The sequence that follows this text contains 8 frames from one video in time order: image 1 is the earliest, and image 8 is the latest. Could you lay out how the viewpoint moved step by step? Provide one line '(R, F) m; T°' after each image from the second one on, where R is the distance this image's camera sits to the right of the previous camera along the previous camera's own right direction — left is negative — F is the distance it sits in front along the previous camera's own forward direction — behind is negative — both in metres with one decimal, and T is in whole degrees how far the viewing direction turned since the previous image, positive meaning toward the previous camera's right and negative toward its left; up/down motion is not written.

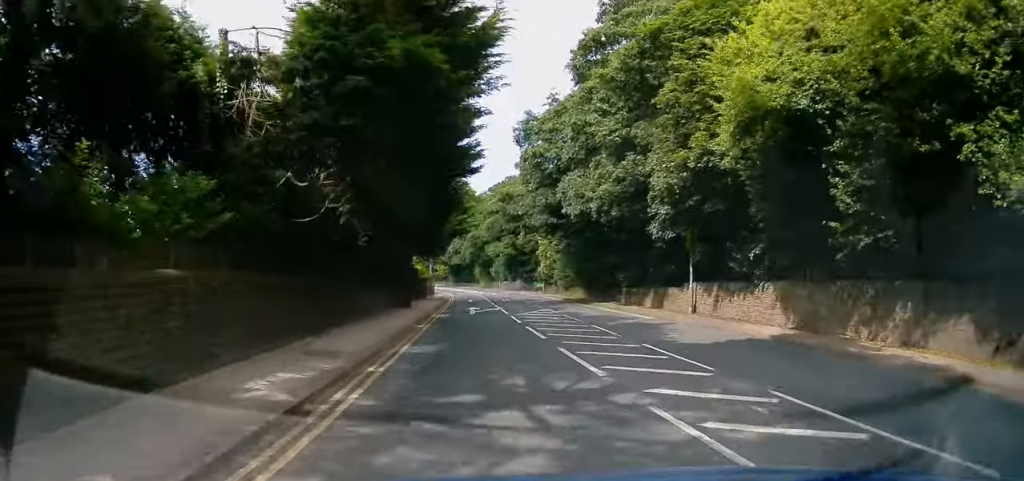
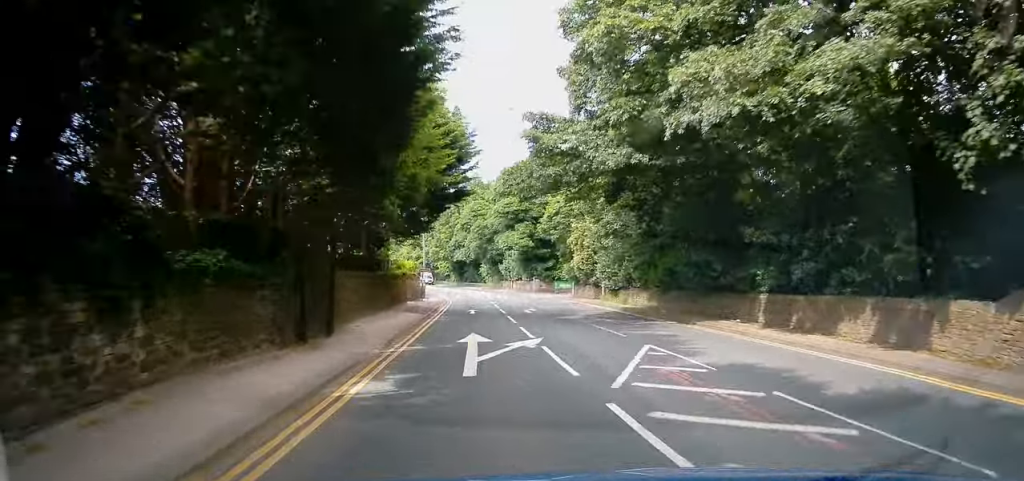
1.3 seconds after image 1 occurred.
(0.0, +17.9) m; 0°
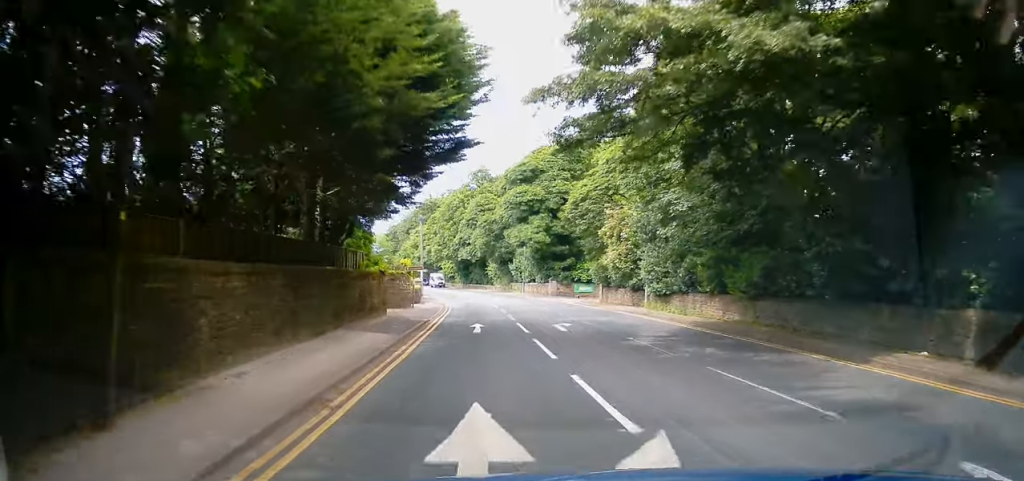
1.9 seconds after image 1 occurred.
(0.0, +9.6) m; 0°
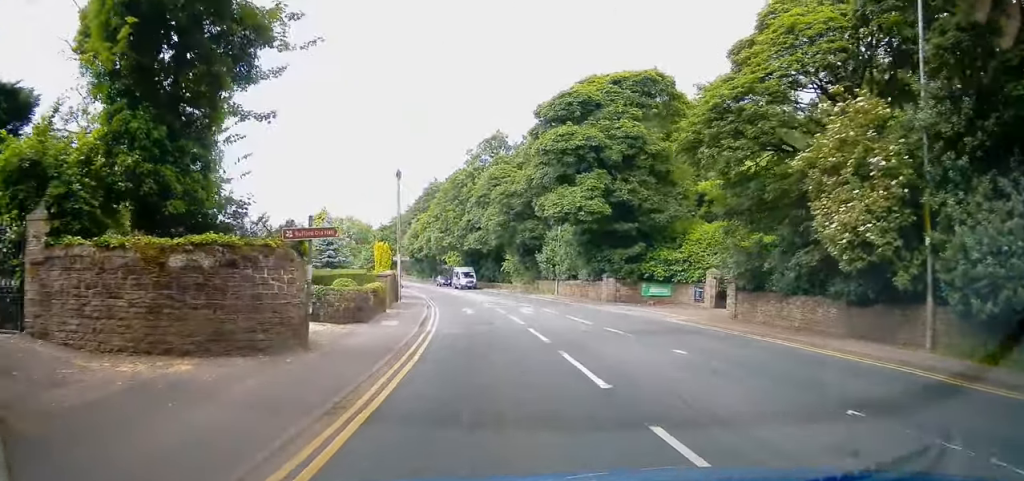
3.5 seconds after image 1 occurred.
(0.0, +22.5) m; -1°
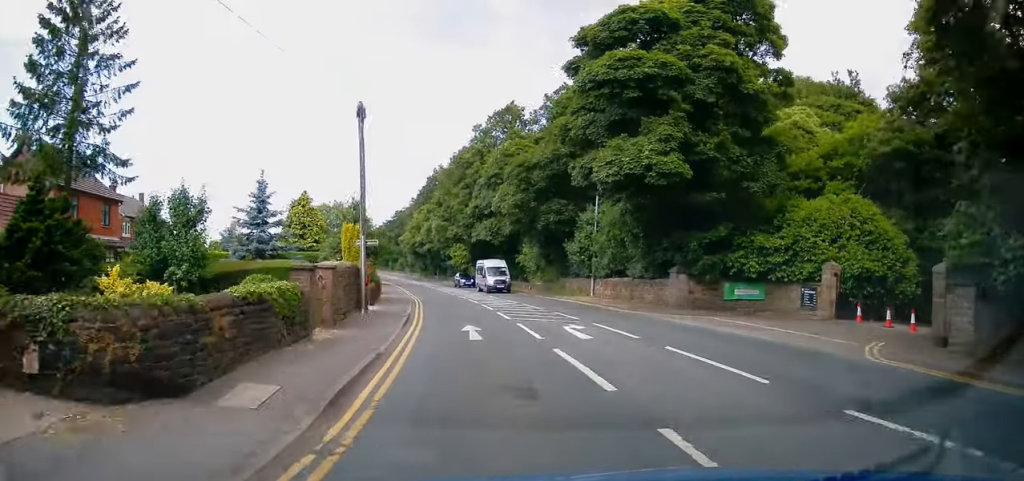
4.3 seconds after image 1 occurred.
(-0.1, +12.2) m; -2°
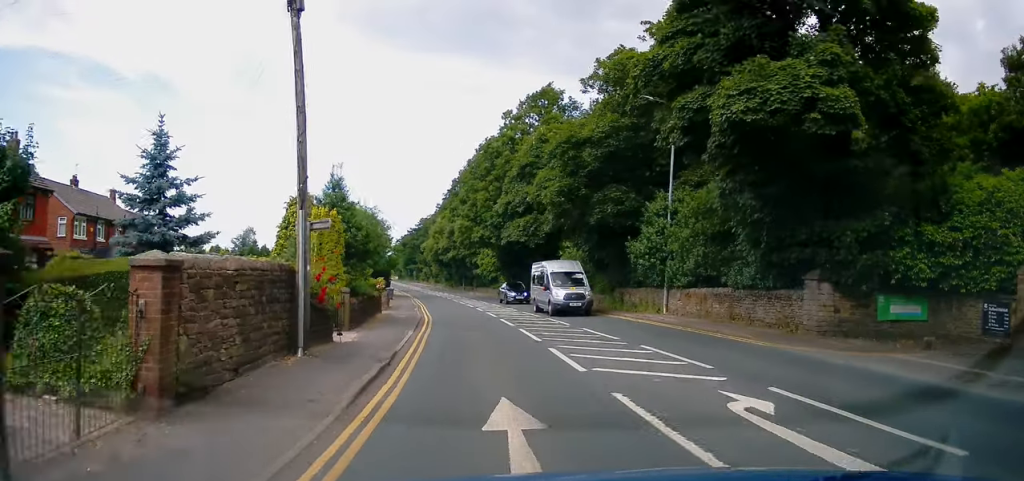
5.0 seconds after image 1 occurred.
(0.0, +10.1) m; -3°
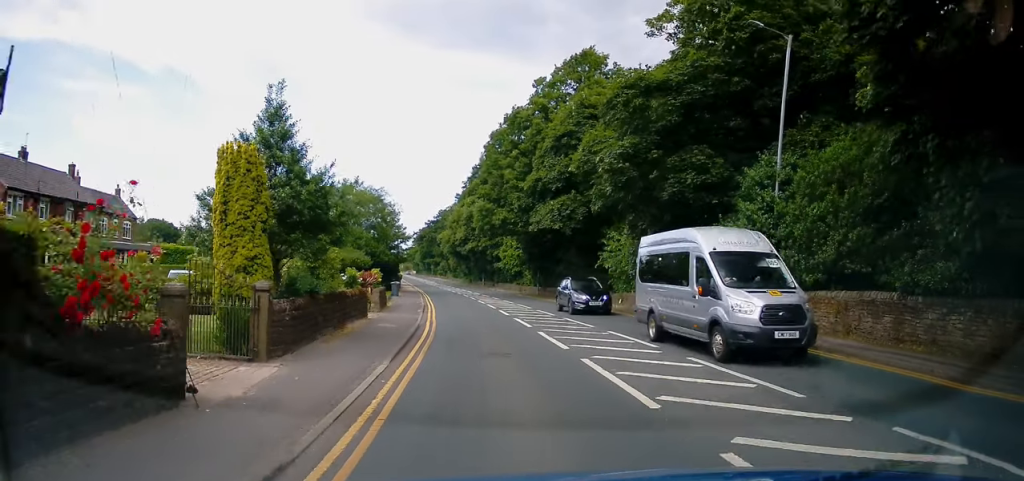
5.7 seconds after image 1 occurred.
(-0.4, +8.9) m; -2°
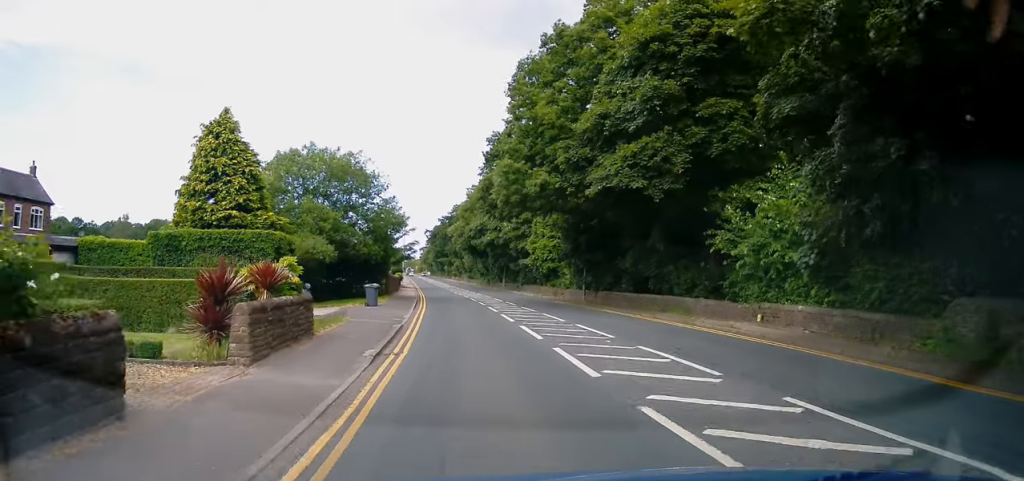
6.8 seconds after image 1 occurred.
(-0.3, +16.4) m; -2°
